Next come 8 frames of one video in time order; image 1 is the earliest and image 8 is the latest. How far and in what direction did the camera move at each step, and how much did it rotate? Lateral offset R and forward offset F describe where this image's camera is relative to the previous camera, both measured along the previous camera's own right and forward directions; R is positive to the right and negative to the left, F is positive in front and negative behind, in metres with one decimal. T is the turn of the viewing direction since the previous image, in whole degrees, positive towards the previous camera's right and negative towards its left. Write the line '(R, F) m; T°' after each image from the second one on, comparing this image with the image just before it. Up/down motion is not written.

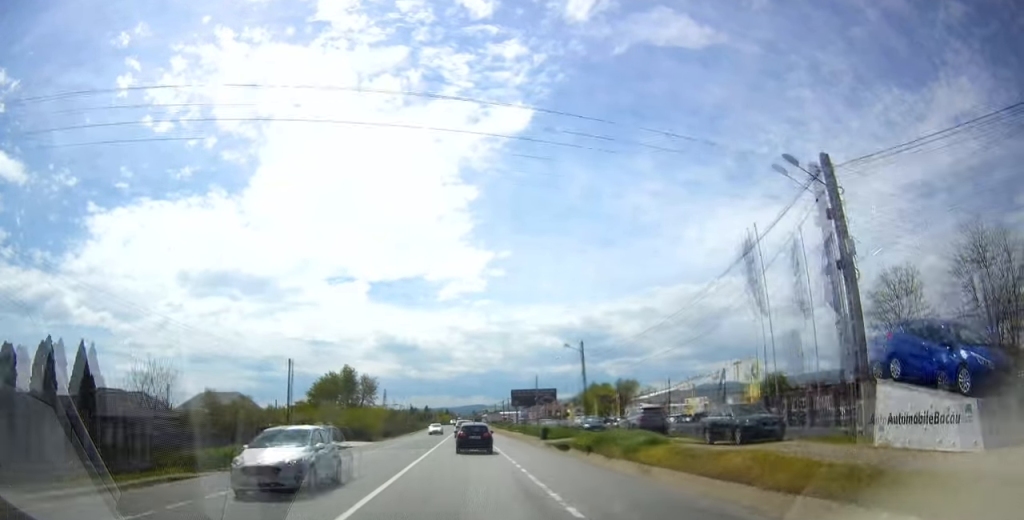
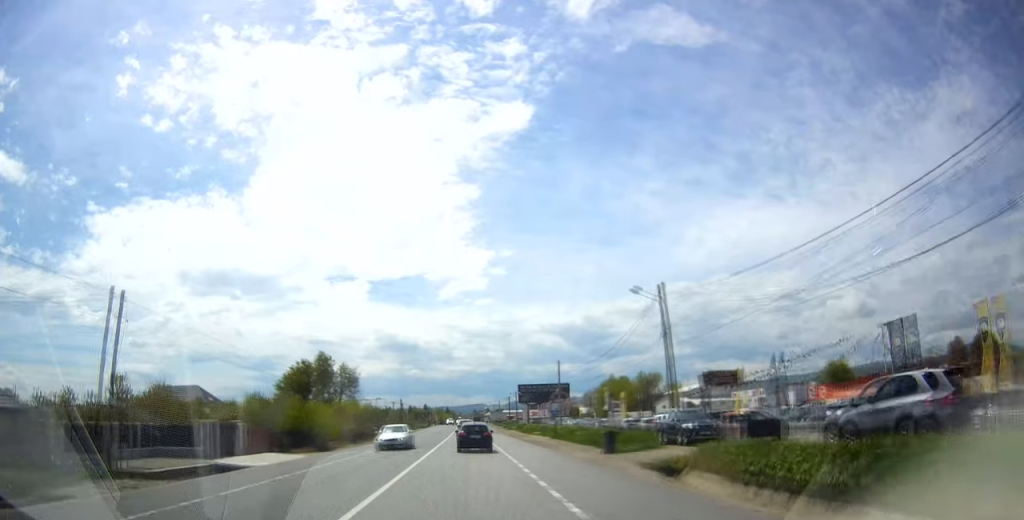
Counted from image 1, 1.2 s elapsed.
(0.0, +22.0) m; 0°
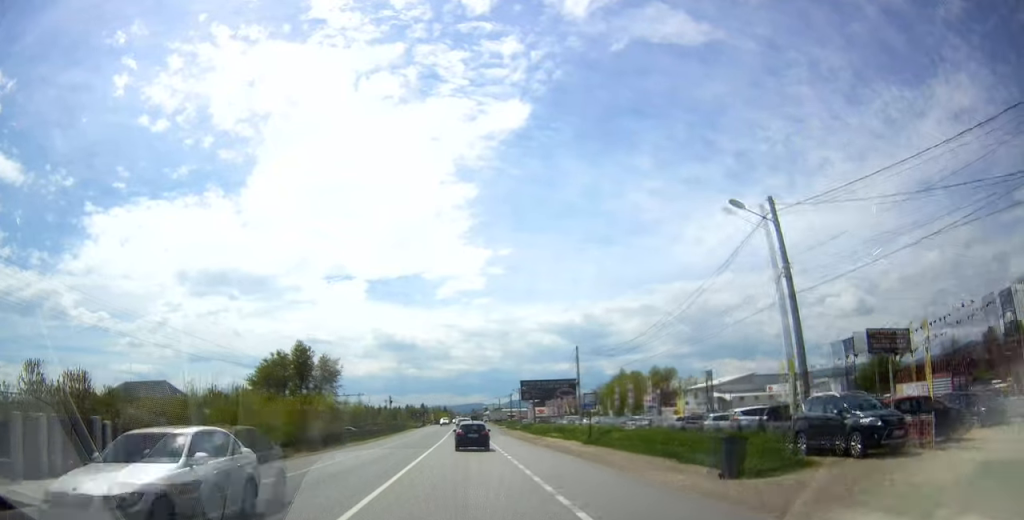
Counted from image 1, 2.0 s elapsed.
(-0.1, +12.8) m; 0°
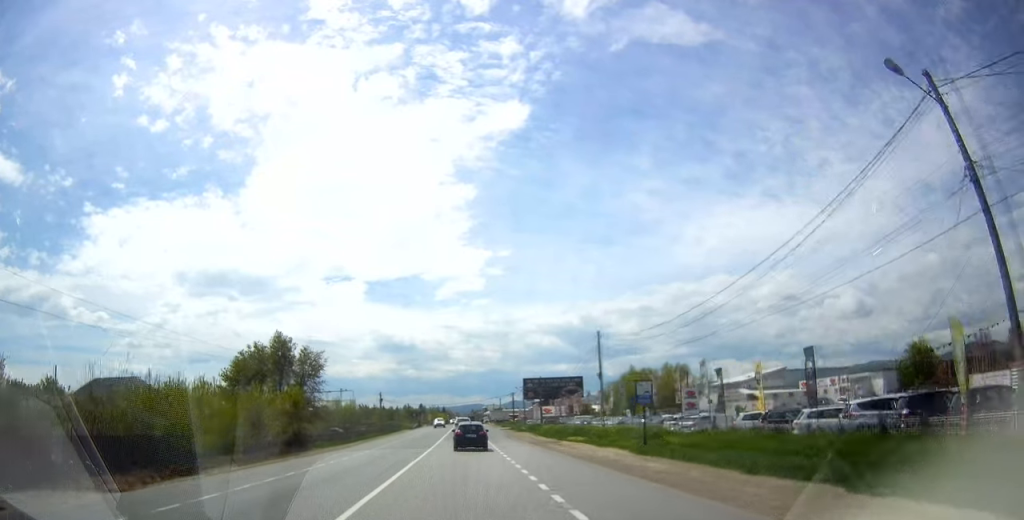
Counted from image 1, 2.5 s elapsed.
(+0.2, +10.0) m; 0°
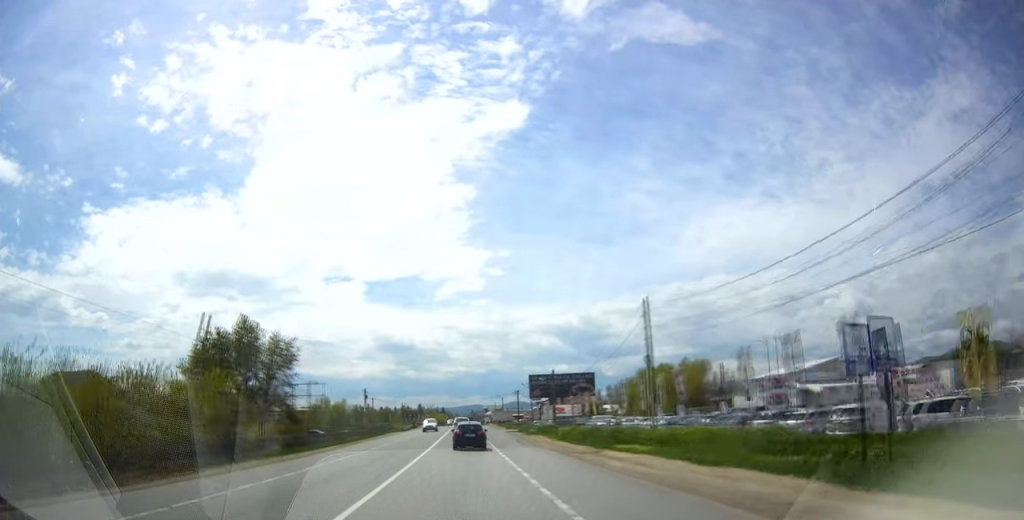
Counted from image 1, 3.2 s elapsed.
(-0.1, +12.7) m; -1°
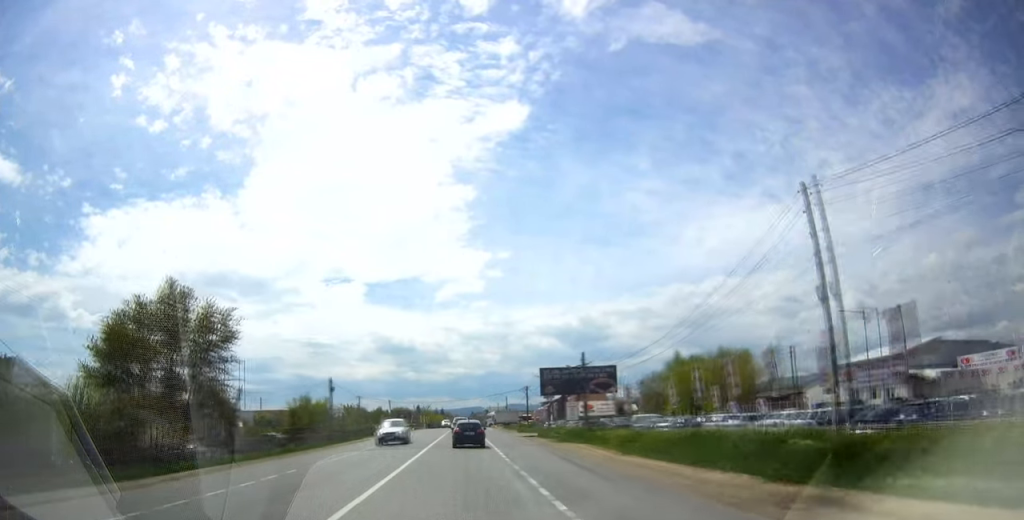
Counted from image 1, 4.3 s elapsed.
(-0.2, +18.4) m; 0°
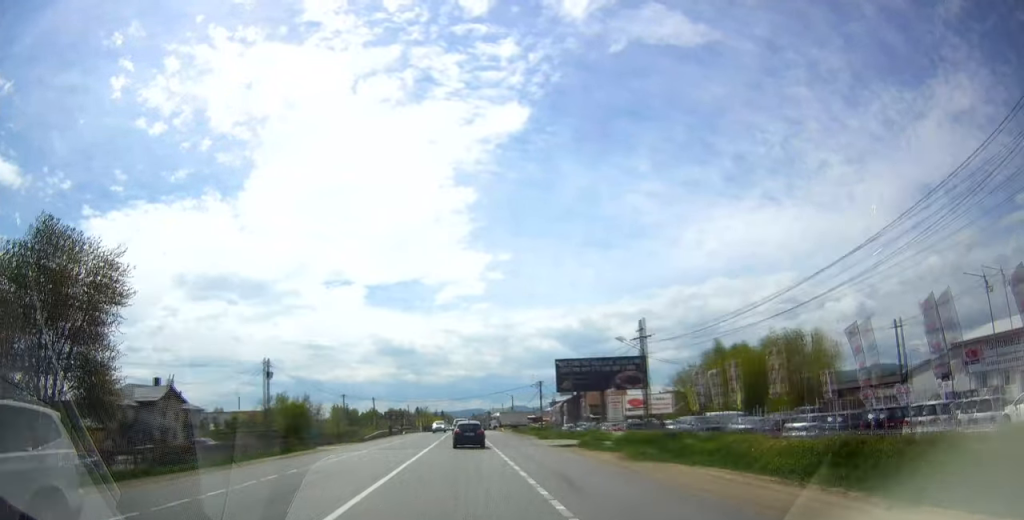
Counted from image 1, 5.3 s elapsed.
(+0.2, +17.8) m; 0°
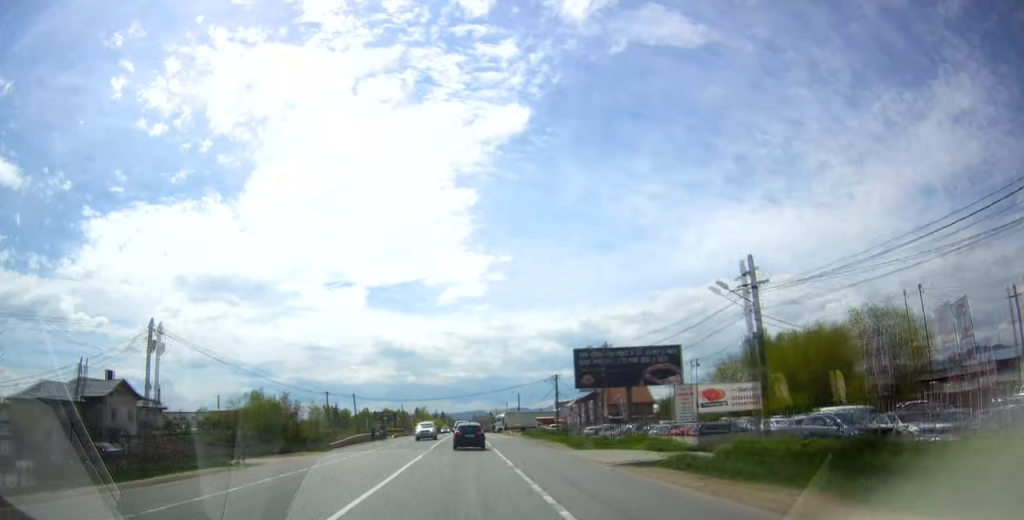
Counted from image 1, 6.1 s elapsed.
(0.0, +14.3) m; 0°
